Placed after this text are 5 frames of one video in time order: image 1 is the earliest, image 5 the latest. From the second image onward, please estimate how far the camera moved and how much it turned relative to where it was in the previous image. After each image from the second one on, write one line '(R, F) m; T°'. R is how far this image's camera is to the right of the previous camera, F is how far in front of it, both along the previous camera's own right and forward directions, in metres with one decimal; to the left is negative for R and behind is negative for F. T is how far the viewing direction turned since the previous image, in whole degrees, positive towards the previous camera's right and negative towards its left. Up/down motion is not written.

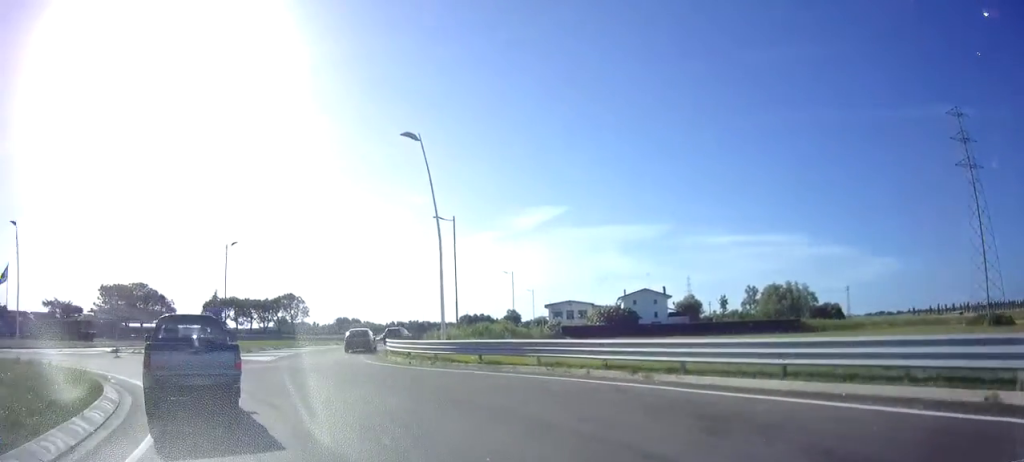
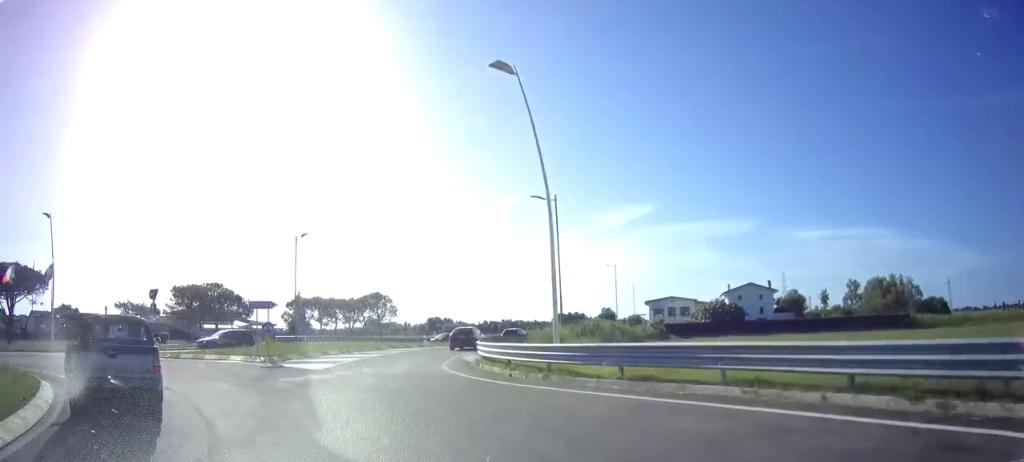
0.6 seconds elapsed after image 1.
(-0.5, +6.5) m; -8°
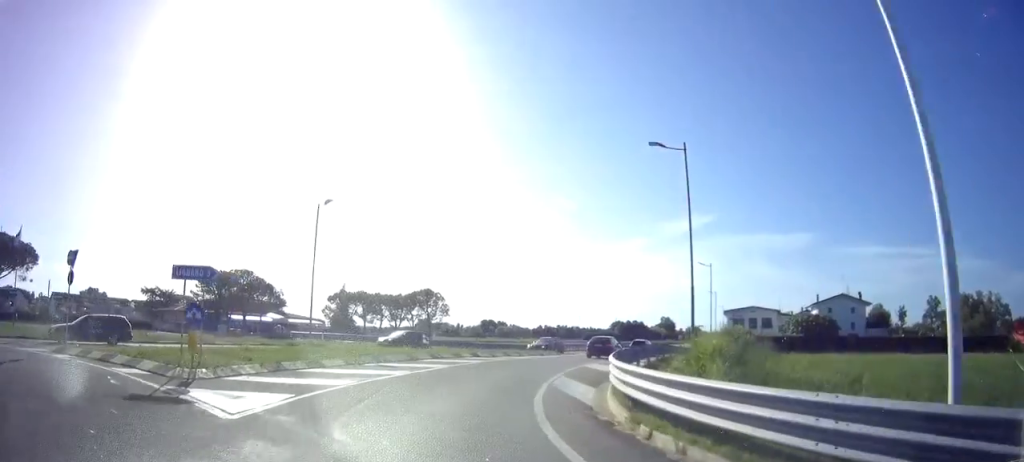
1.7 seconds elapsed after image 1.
(-1.4, +11.8) m; -6°
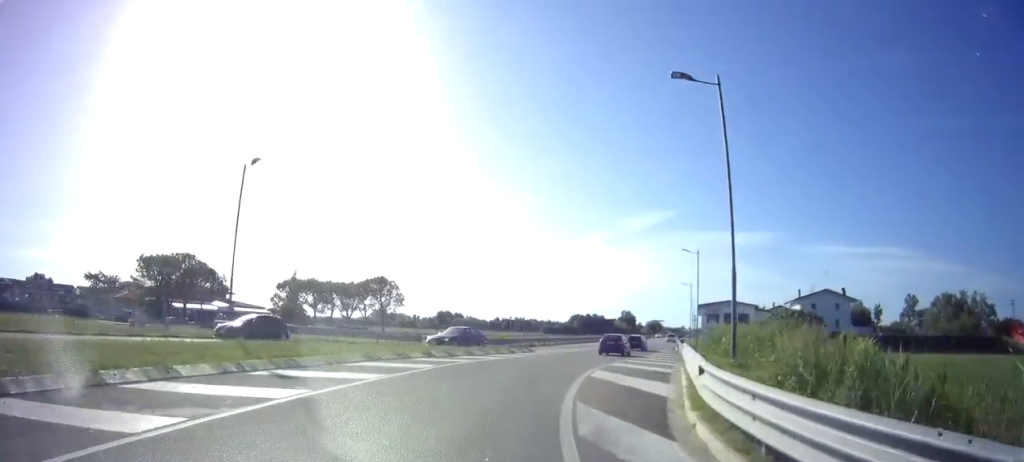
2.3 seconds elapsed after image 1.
(0.0, +7.1) m; +3°
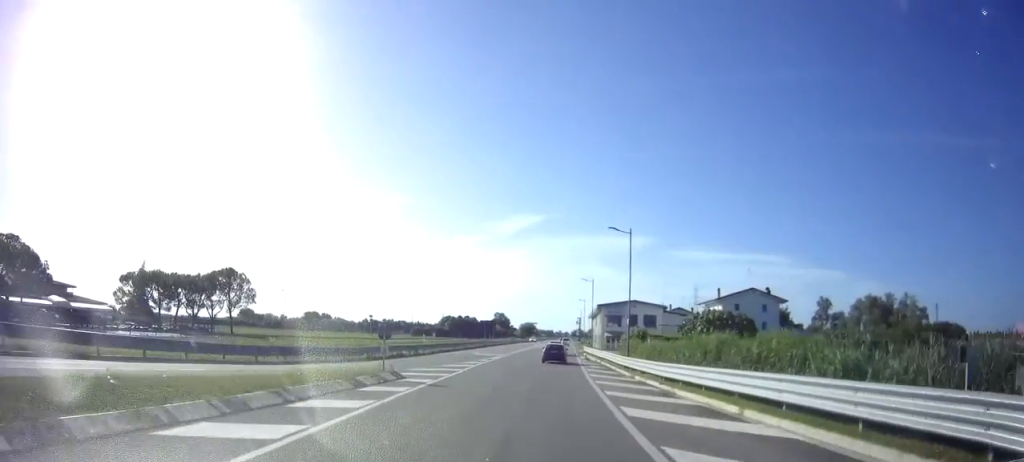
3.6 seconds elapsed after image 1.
(+1.6, +15.1) m; +14°
